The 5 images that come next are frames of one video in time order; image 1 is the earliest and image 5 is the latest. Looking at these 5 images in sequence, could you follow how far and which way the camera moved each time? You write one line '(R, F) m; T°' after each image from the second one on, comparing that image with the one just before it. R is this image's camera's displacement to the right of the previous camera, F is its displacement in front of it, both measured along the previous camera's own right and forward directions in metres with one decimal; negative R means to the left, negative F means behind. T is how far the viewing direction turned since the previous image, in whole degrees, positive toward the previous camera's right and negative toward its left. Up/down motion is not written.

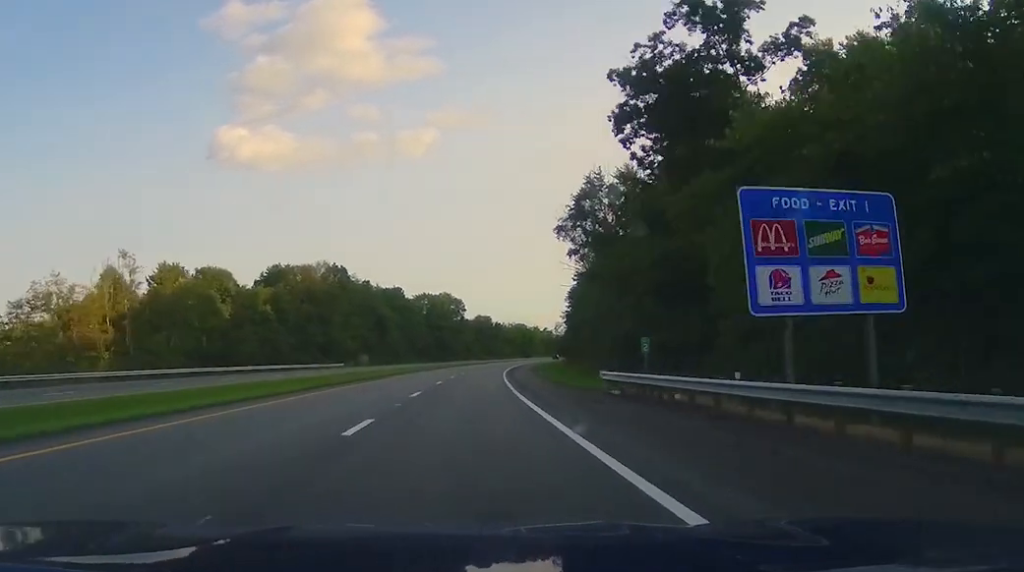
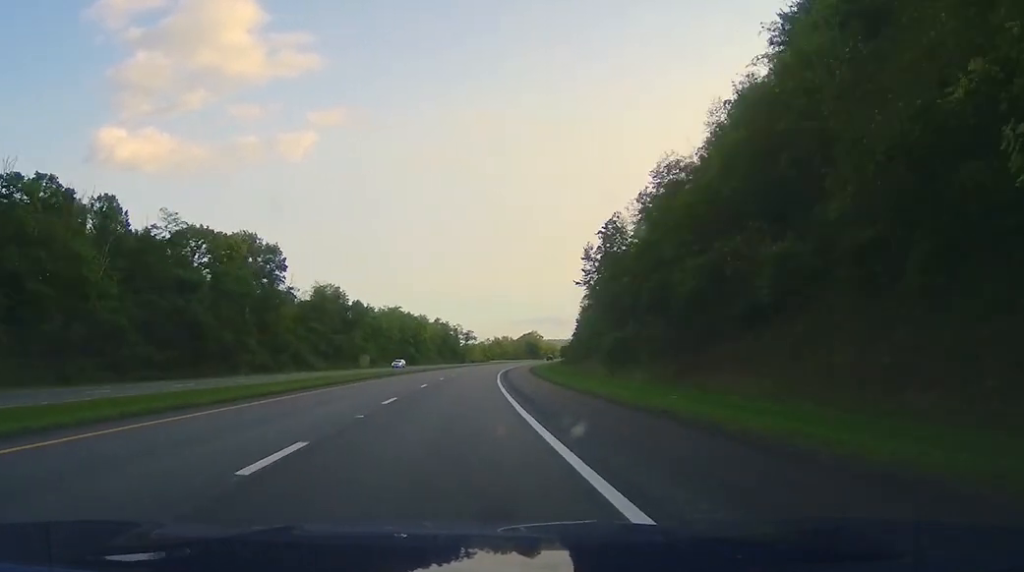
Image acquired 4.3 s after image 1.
(+13.7, +148.8) m; +10°
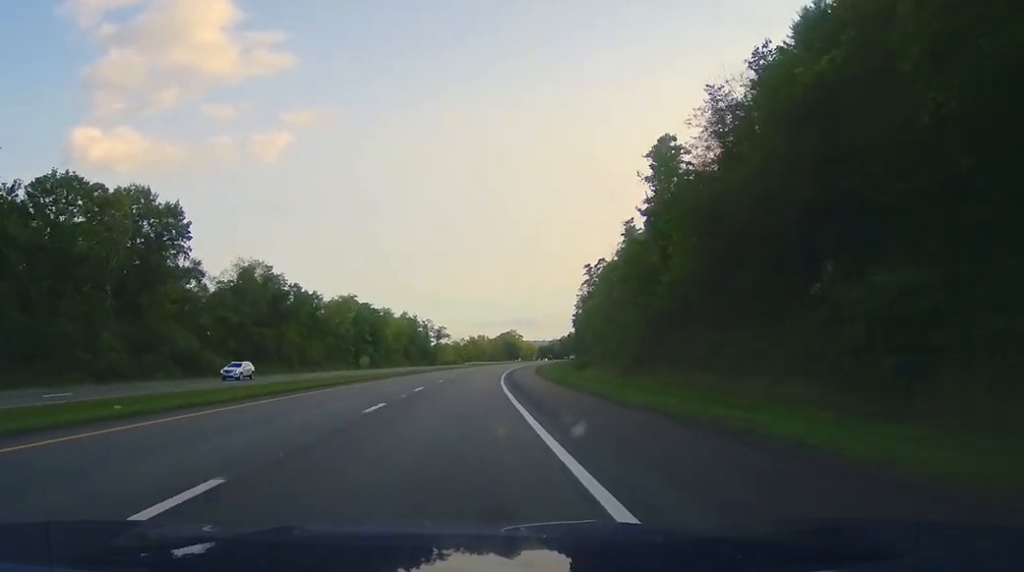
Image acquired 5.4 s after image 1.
(+1.0, +39.8) m; +4°
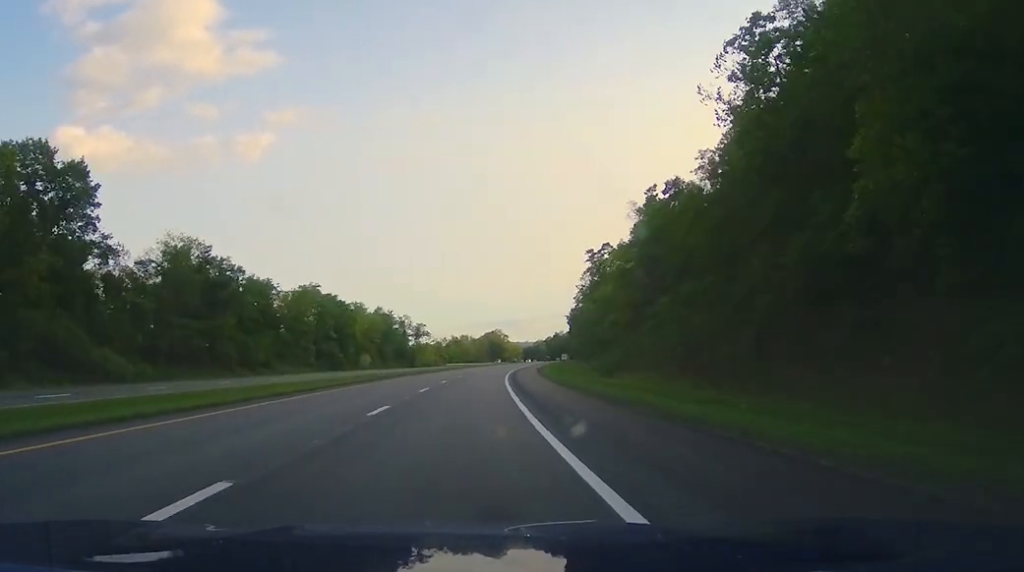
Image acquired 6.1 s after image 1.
(+0.8, +24.7) m; +2°
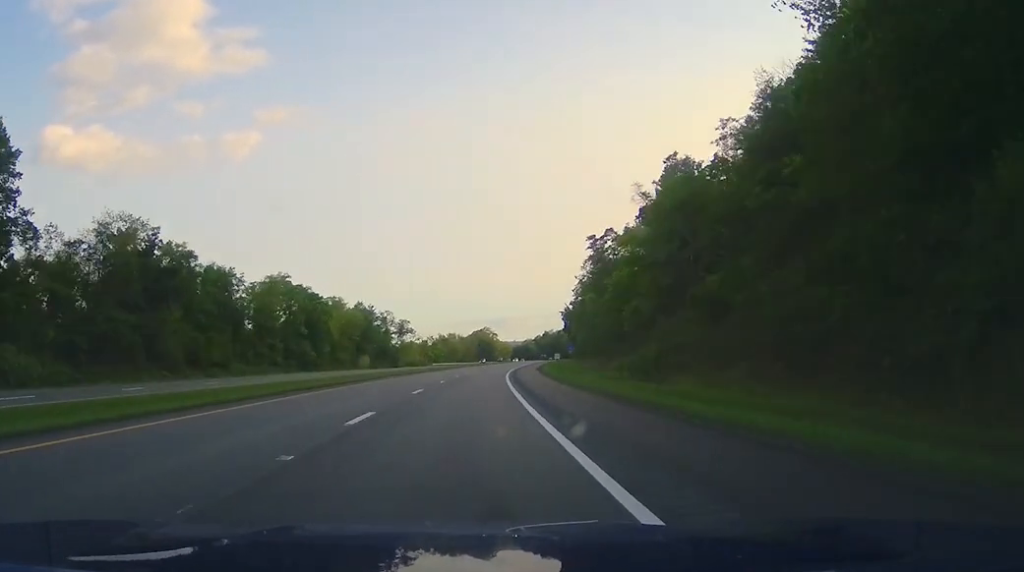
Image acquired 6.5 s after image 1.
(0.0, +15.3) m; +1°
